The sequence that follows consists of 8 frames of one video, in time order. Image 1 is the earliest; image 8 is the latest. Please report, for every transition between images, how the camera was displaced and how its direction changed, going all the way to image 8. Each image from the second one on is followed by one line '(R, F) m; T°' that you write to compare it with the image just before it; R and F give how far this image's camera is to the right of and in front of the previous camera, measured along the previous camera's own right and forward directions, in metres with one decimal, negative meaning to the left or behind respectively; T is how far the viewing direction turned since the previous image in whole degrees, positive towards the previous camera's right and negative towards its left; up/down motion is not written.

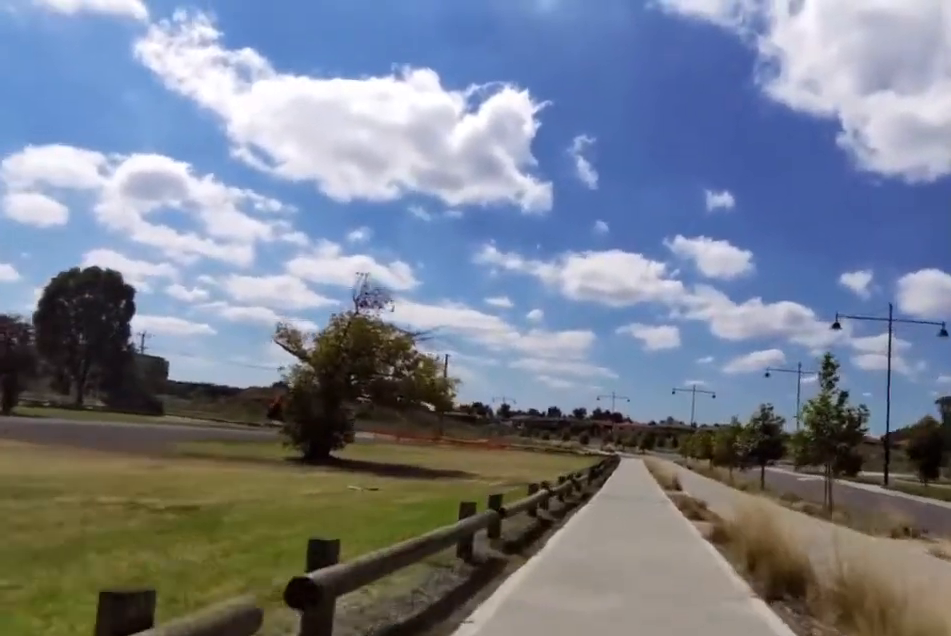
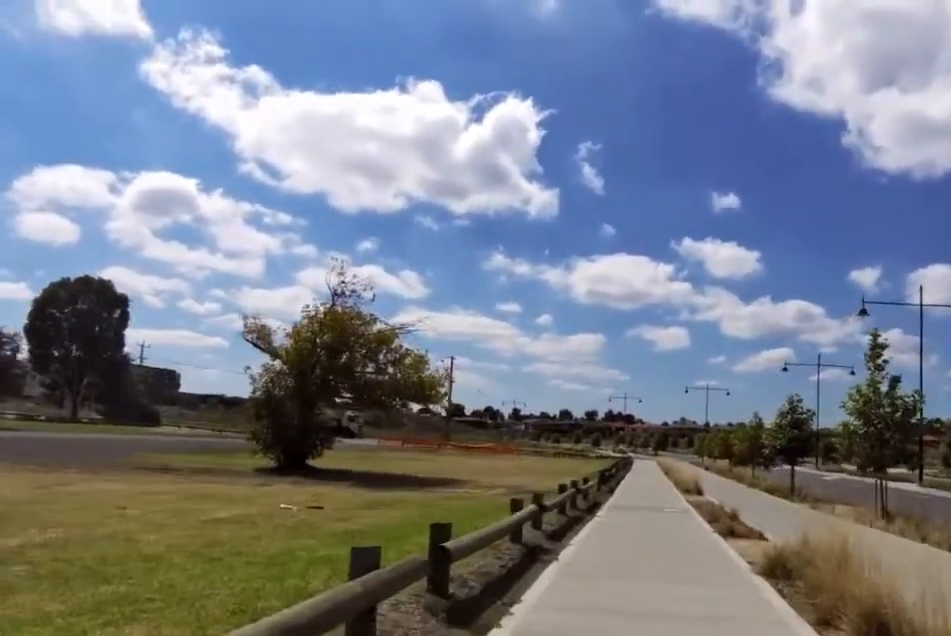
(+0.5, +3.2) m; +3°
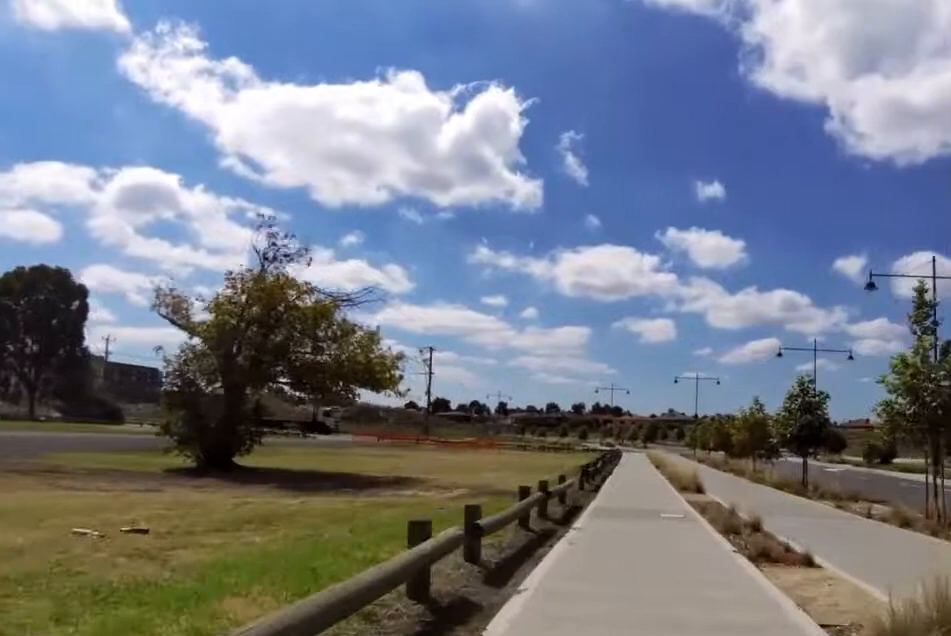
(+0.4, +3.7) m; +3°
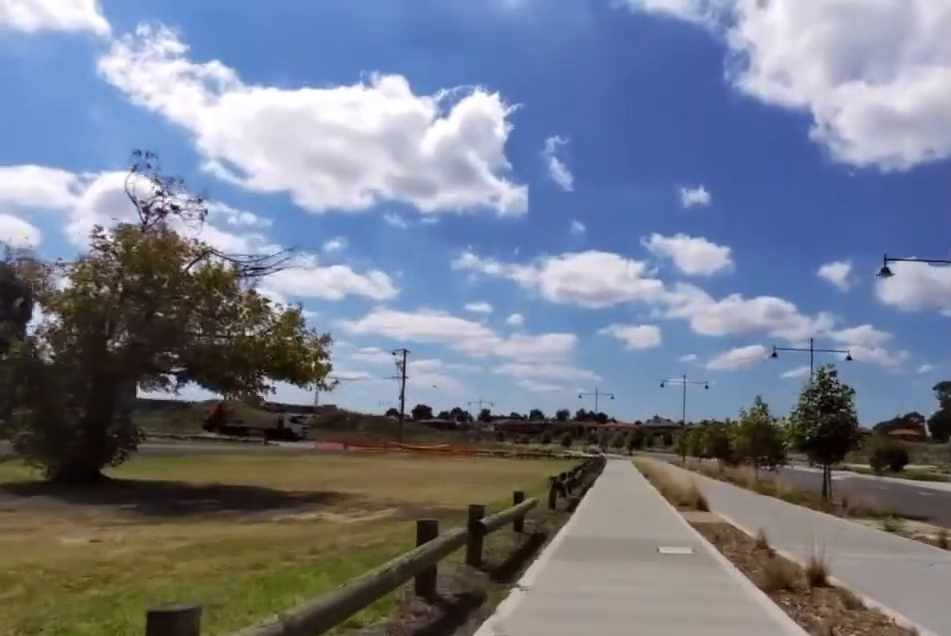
(-0.2, +4.5) m; -5°
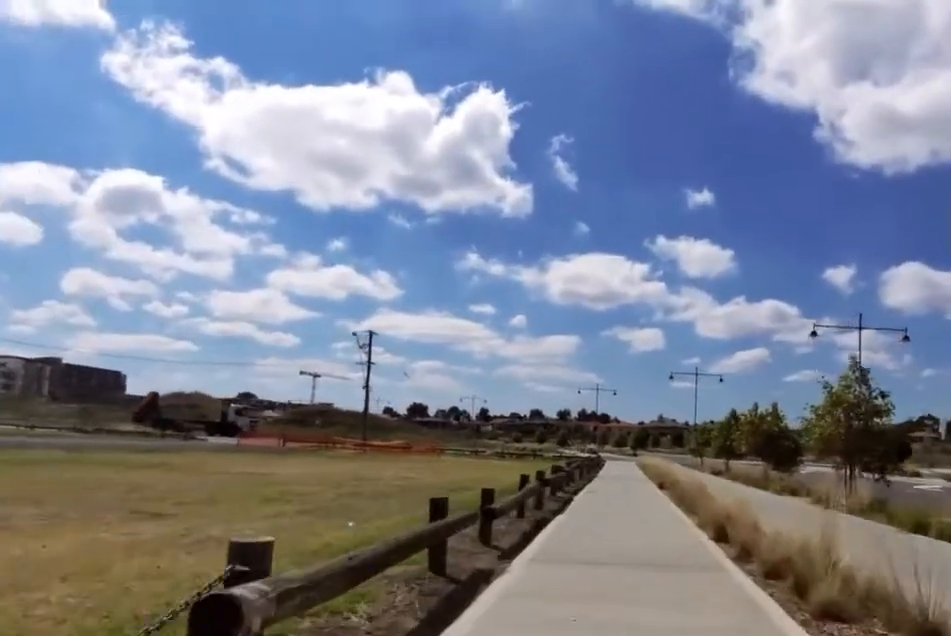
(-1.1, +12.5) m; -4°
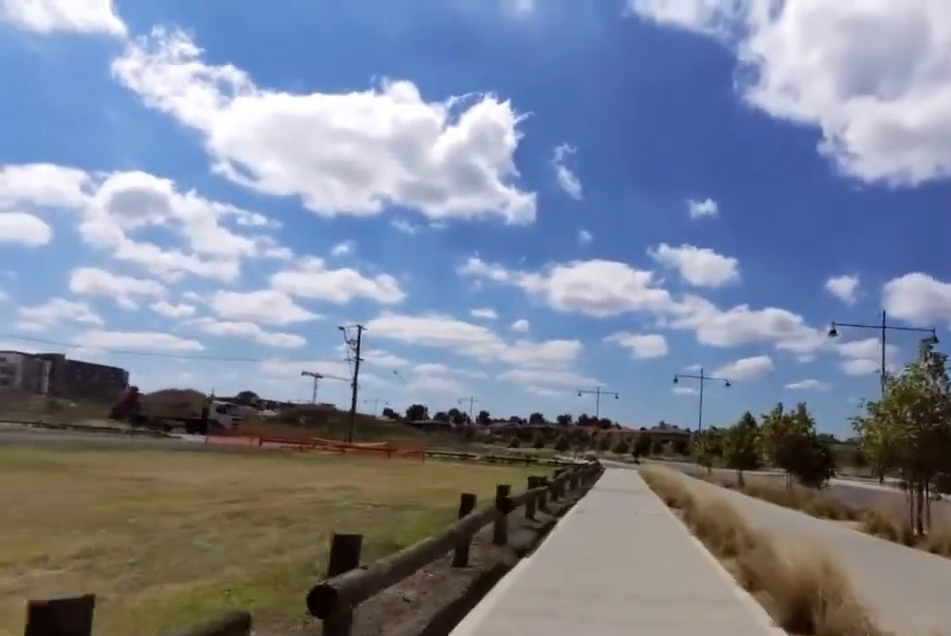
(+0.4, +4.2) m; -1°
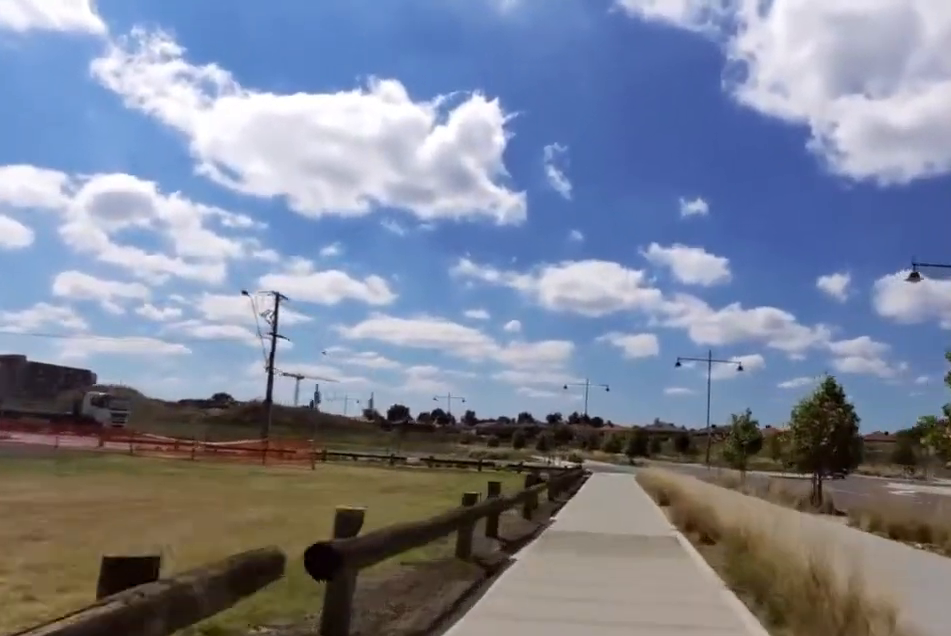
(-0.3, +14.8) m; 0°
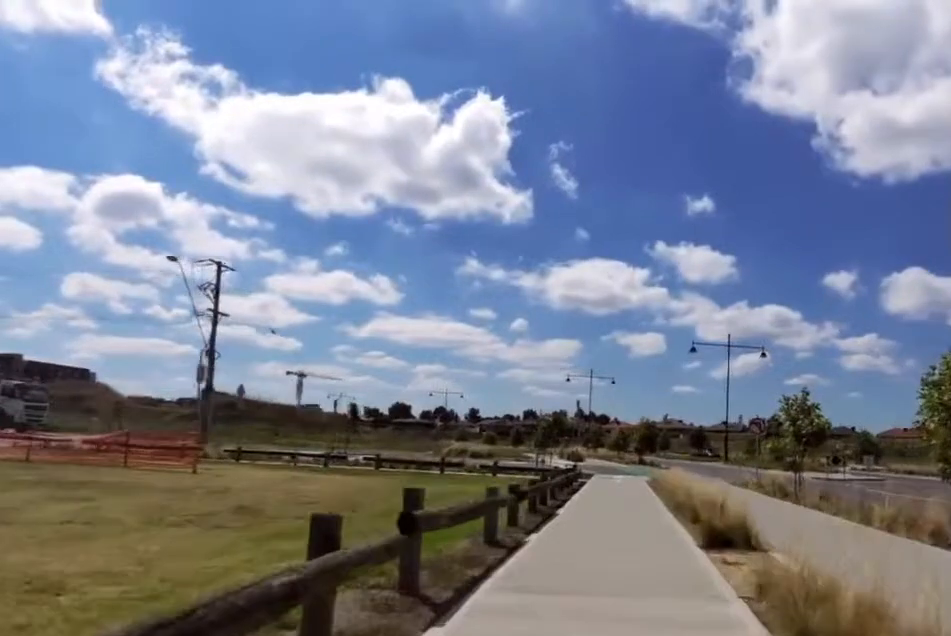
(+0.1, +8.5) m; -1°
